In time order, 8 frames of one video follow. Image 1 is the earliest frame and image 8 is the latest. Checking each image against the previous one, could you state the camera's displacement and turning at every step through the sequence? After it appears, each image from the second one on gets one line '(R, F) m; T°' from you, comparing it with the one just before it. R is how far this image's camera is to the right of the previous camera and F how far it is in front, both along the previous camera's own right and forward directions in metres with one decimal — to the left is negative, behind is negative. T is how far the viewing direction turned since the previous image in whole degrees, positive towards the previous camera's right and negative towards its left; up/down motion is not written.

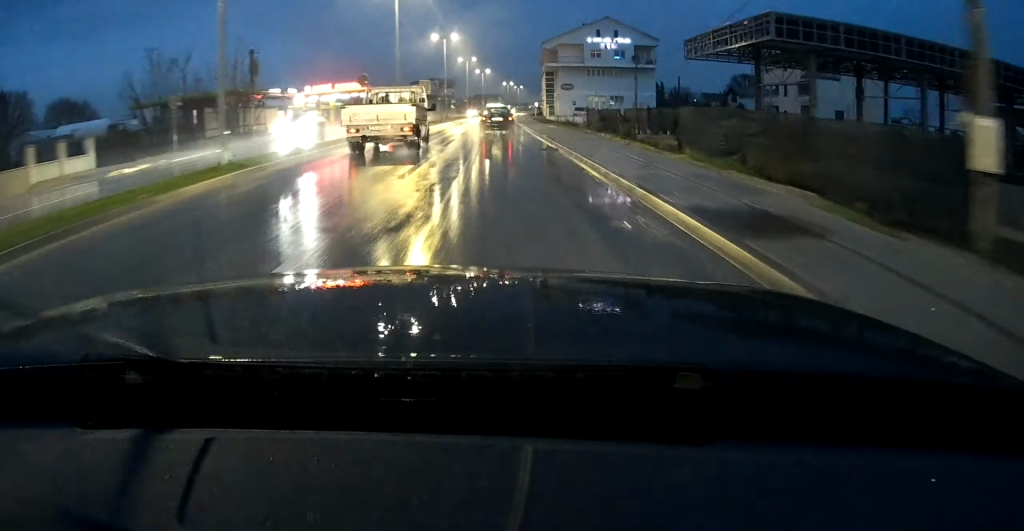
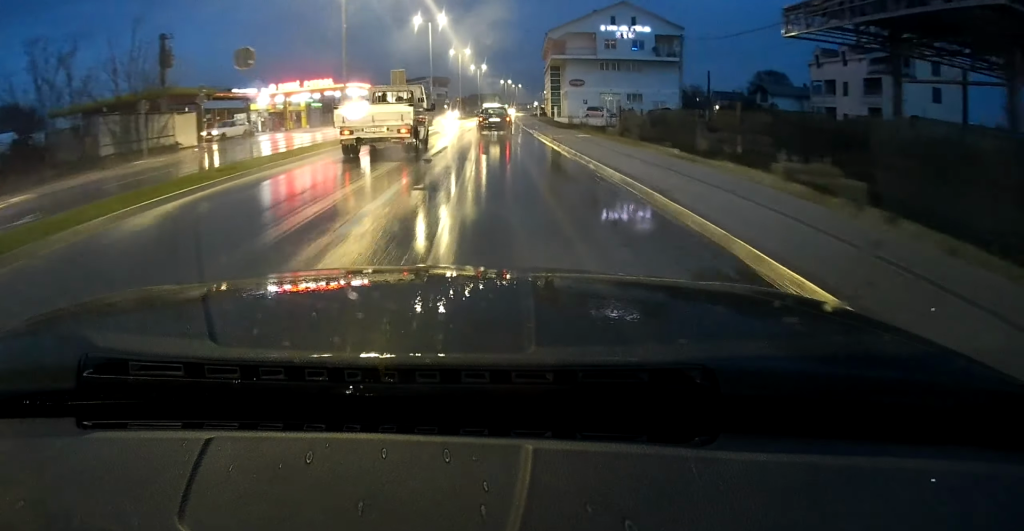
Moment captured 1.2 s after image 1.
(+0.8, +15.2) m; +2°
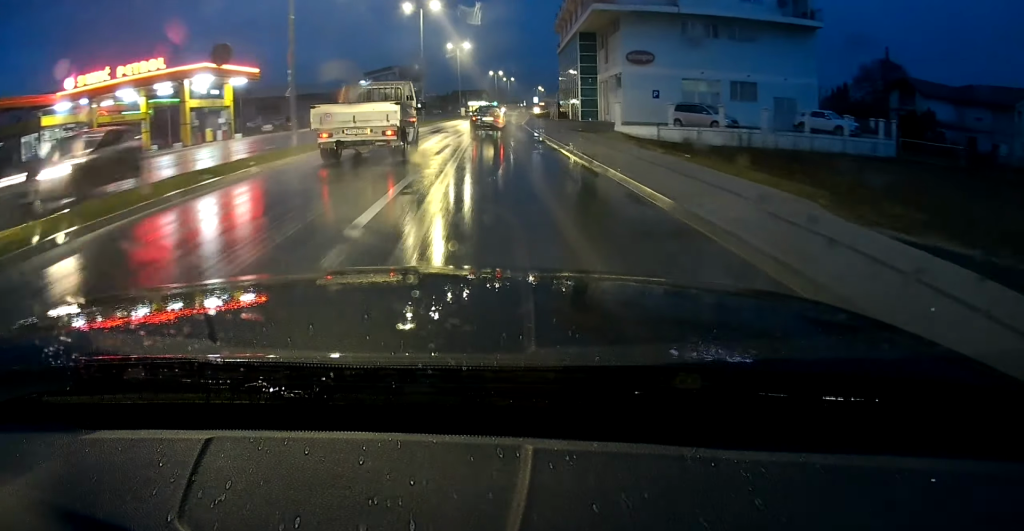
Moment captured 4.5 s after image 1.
(+0.6, +42.8) m; +1°
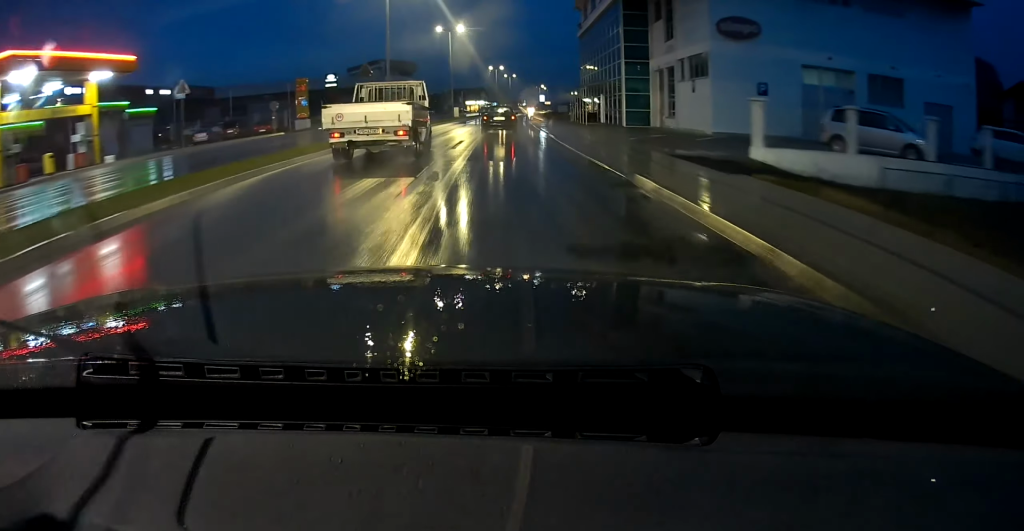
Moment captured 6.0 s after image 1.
(-0.1, +19.3) m; 0°
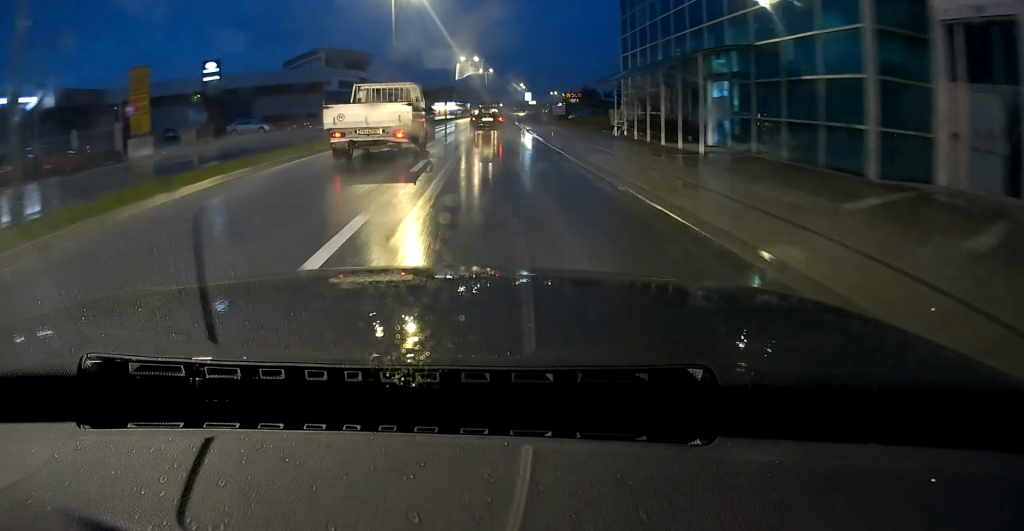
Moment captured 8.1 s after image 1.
(+0.3, +28.8) m; +1°
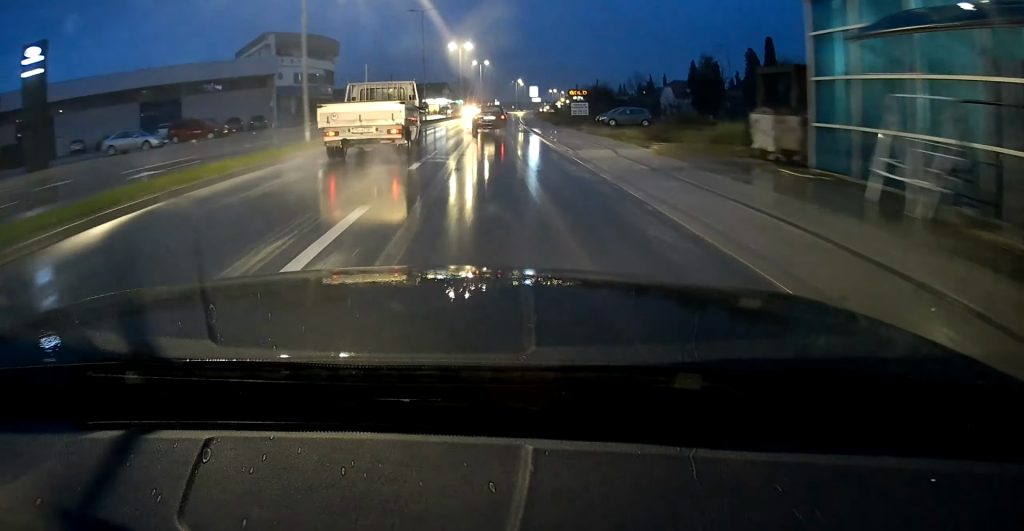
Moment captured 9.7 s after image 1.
(0.0, +21.0) m; +1°
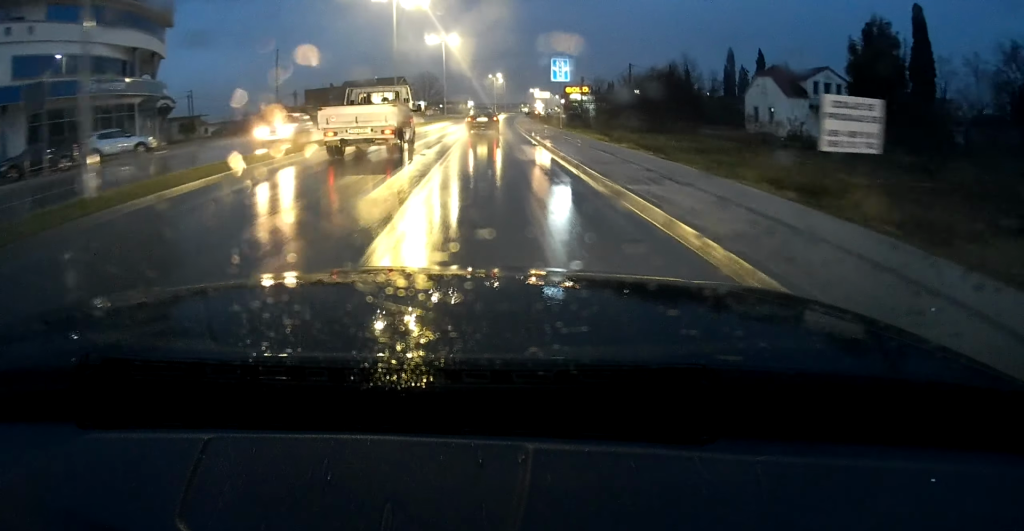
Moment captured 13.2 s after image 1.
(+1.4, +47.3) m; +3°
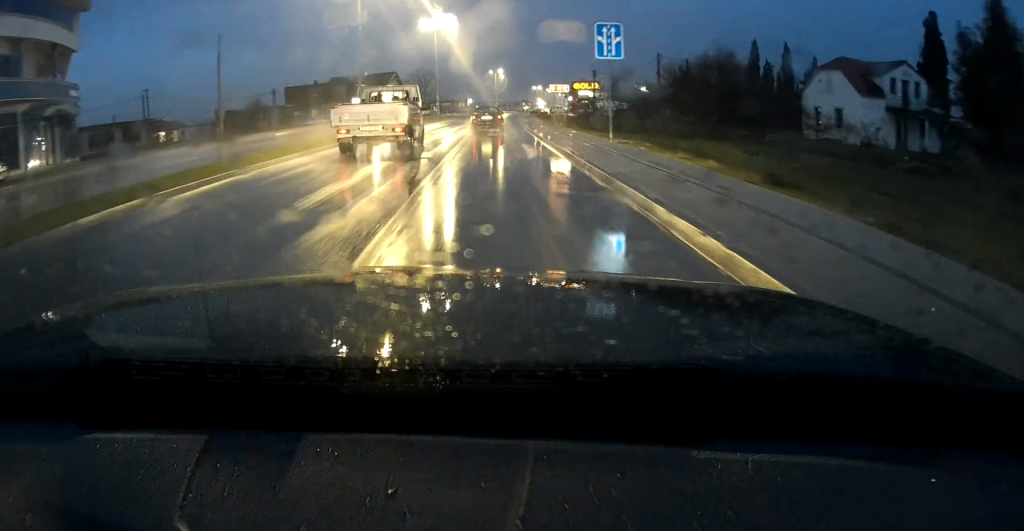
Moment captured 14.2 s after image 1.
(+0.1, +12.9) m; 0°
